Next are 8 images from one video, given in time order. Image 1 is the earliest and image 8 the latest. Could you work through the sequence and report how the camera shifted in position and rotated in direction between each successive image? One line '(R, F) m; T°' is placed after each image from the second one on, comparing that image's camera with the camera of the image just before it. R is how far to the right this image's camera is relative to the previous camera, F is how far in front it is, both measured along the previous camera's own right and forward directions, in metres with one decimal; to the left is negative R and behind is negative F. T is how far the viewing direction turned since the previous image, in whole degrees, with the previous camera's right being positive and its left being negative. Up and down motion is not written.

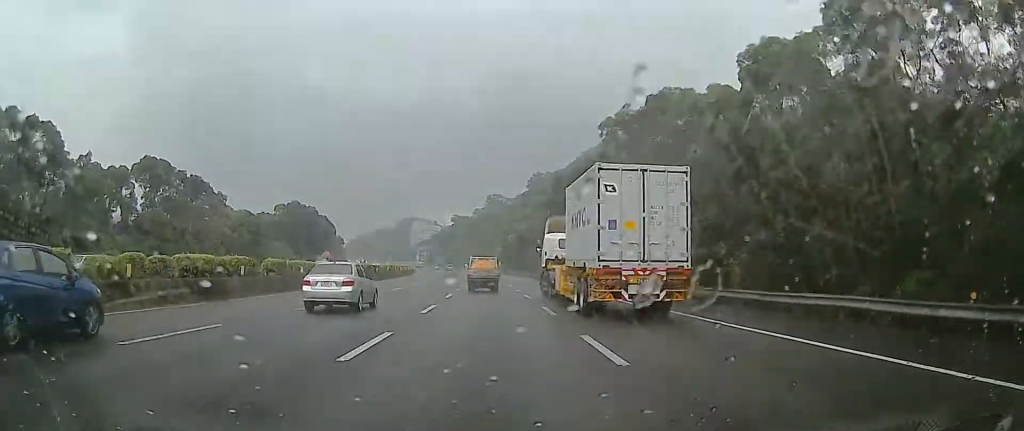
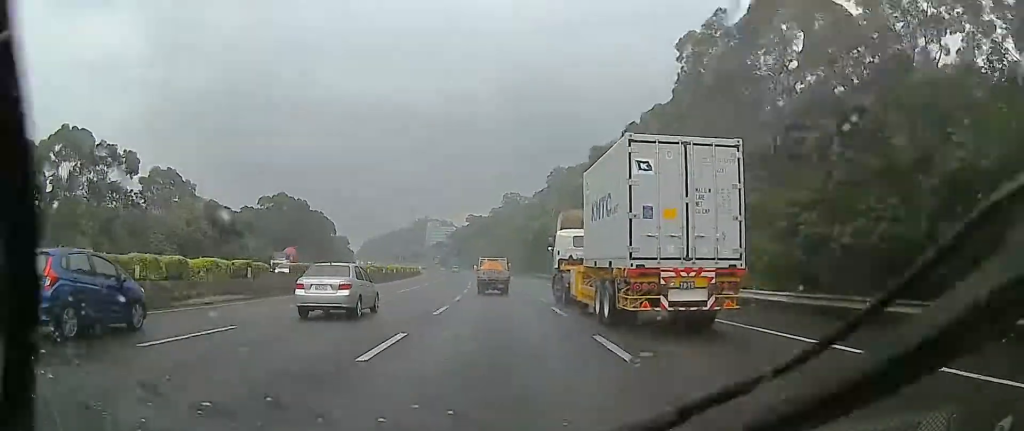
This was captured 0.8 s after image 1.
(-0.9, +20.3) m; -2°
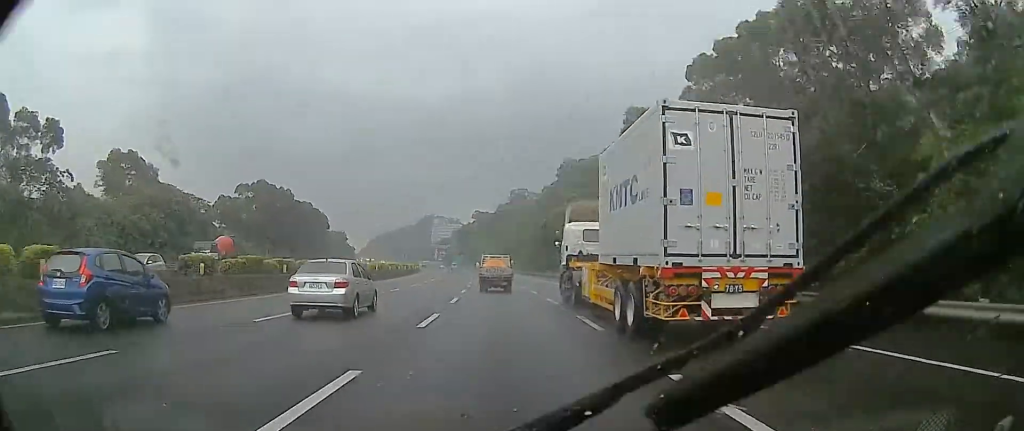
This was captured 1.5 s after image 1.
(-0.1, +15.3) m; 0°
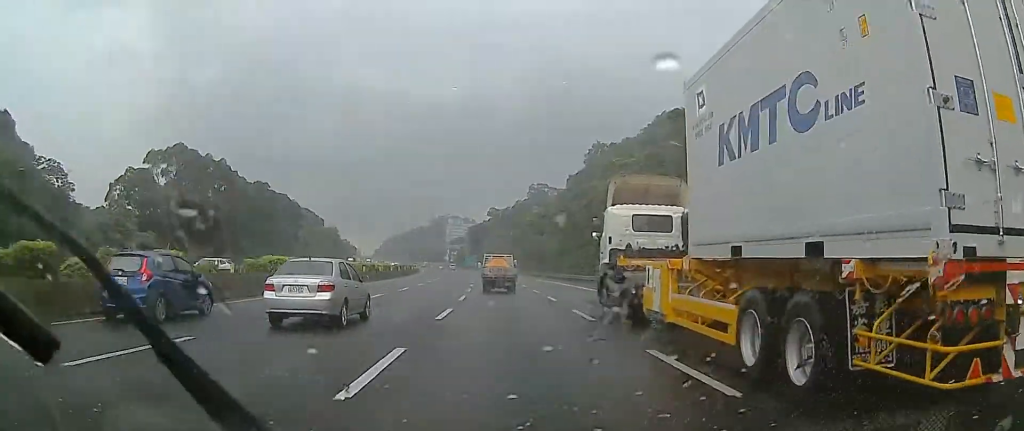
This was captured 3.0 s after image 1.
(-0.1, +37.0) m; -2°
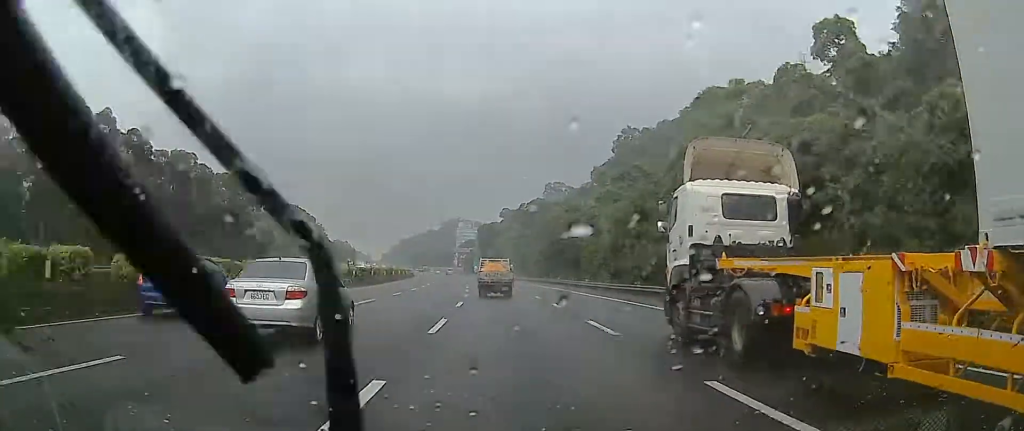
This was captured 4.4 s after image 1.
(-0.5, +30.6) m; -1°
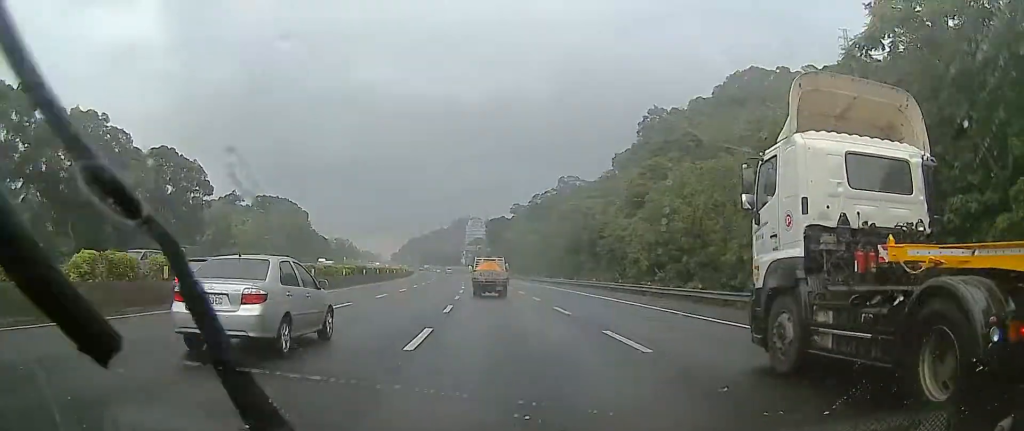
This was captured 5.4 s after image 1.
(+0.1, +20.5) m; +1°
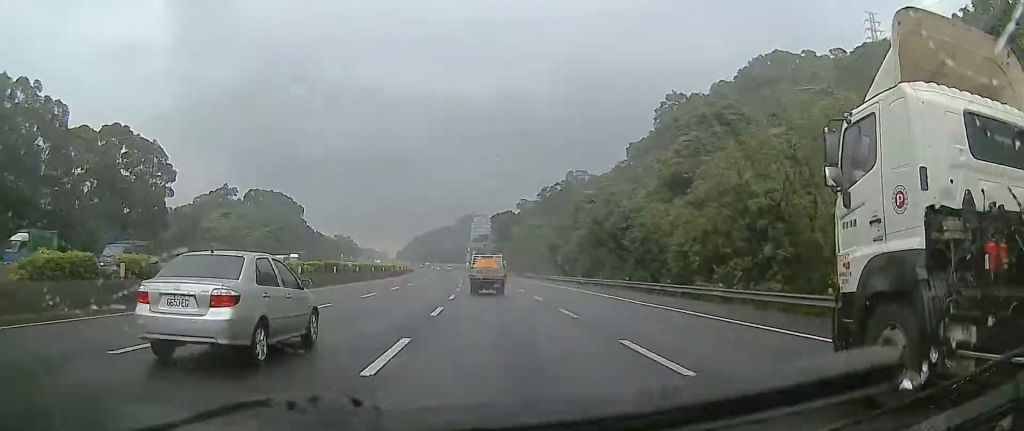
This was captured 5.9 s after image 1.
(+0.4, +10.8) m; 0°
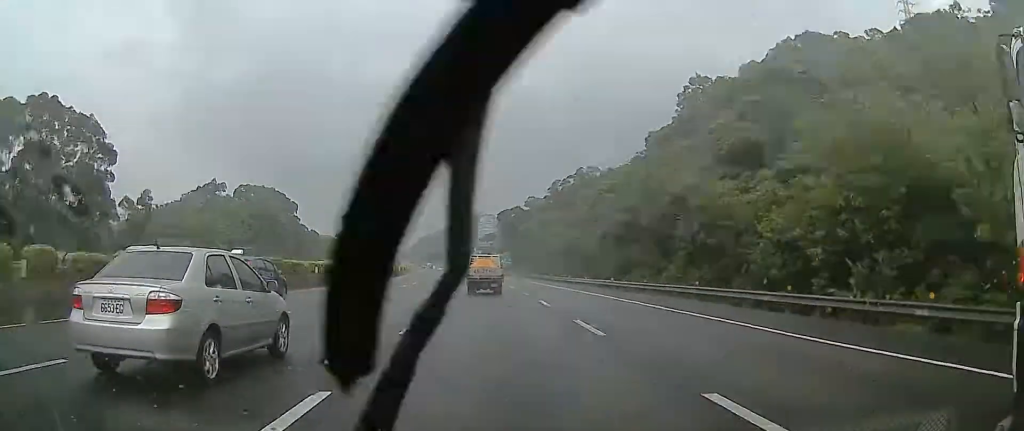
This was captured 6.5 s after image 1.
(-0.2, +13.5) m; -2°
